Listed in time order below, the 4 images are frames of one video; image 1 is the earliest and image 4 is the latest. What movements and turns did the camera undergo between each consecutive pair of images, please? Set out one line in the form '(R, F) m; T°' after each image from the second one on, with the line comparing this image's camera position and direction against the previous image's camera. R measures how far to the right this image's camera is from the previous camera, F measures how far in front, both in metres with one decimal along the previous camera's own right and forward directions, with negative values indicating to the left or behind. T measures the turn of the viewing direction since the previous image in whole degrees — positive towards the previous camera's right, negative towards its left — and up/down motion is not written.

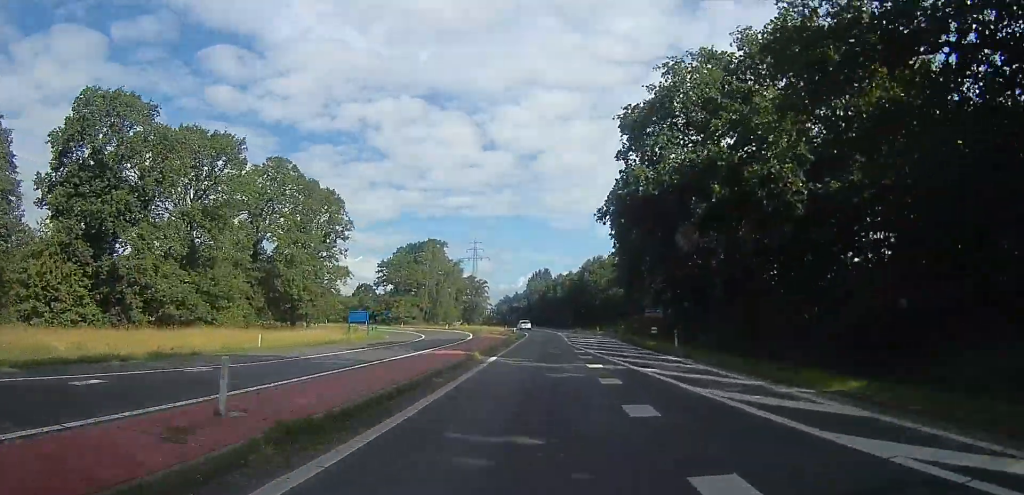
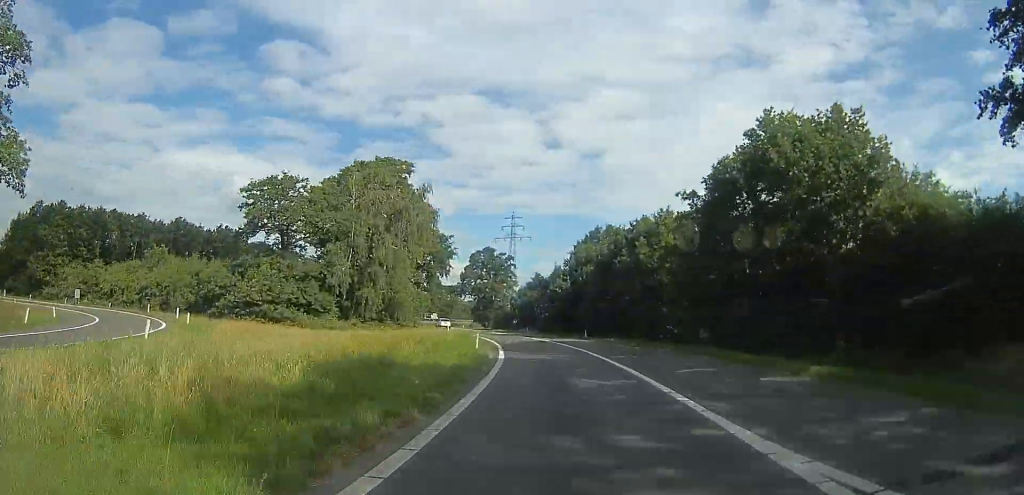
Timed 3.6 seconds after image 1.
(+1.1, +57.2) m; -6°
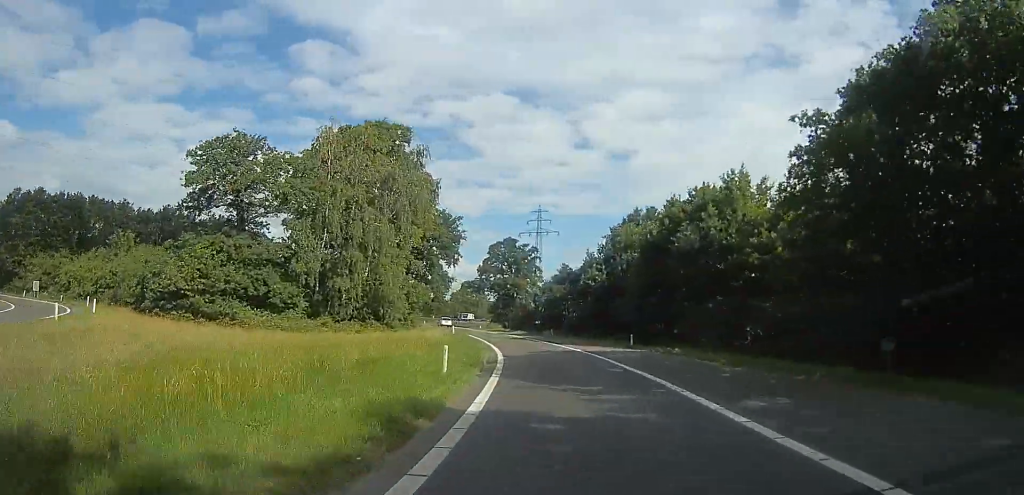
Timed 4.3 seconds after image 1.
(-0.5, +11.4) m; -3°
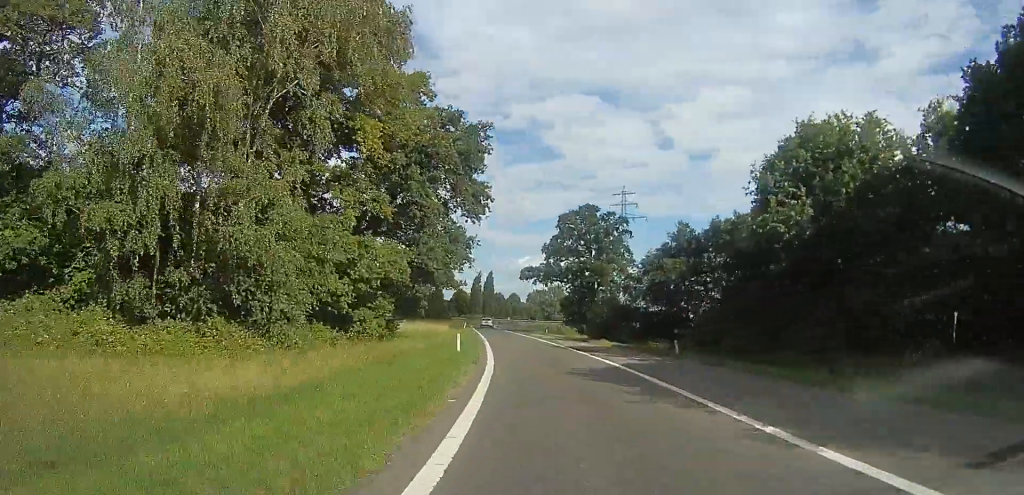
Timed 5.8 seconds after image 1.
(-0.9, +25.3) m; -7°
